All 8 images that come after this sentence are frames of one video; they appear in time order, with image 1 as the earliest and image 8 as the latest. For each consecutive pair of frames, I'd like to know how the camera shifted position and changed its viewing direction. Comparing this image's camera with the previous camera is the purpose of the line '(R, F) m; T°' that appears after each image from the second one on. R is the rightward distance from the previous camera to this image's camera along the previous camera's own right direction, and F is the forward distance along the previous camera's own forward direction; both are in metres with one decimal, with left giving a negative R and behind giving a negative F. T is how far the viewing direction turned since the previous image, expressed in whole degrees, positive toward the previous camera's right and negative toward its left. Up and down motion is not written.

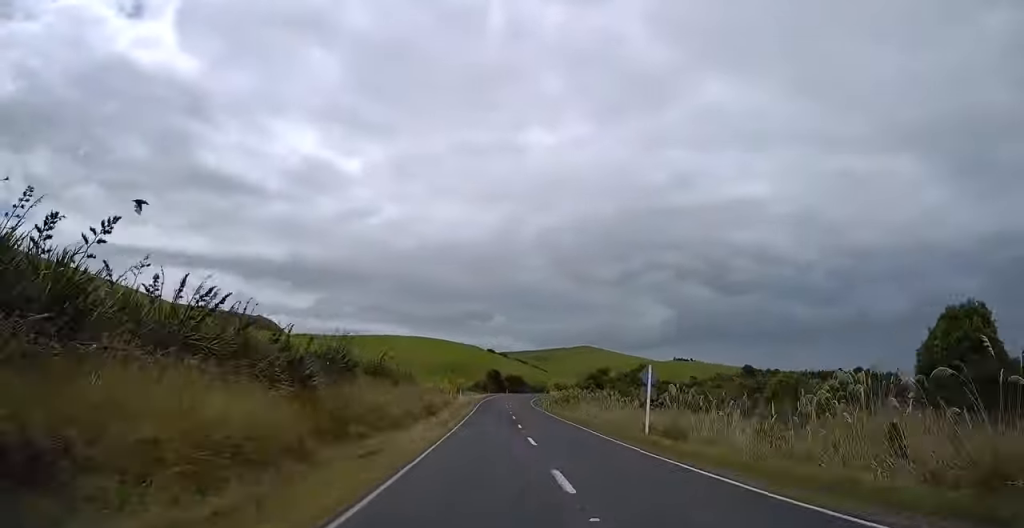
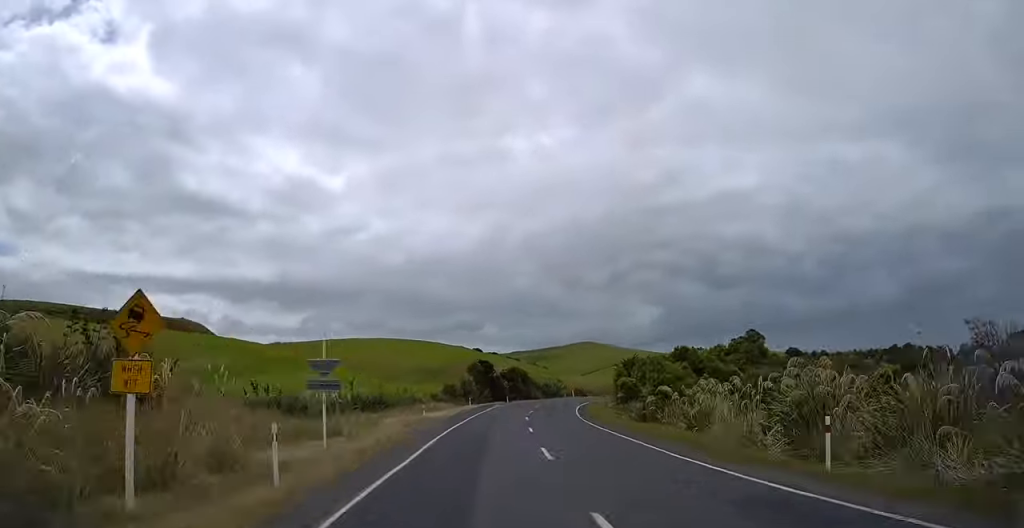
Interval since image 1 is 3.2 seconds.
(-0.9, +63.3) m; +4°
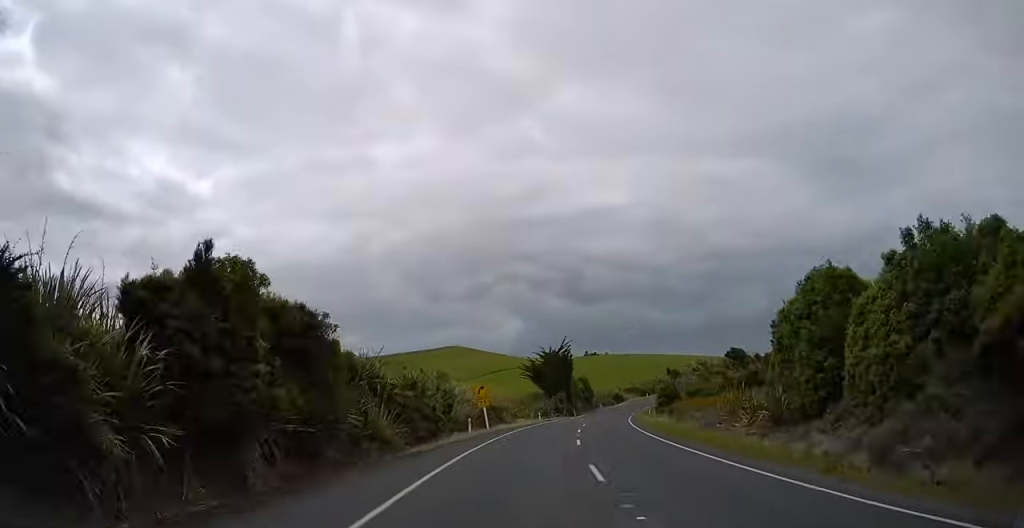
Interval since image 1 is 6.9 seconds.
(+6.4, +71.9) m; +11°
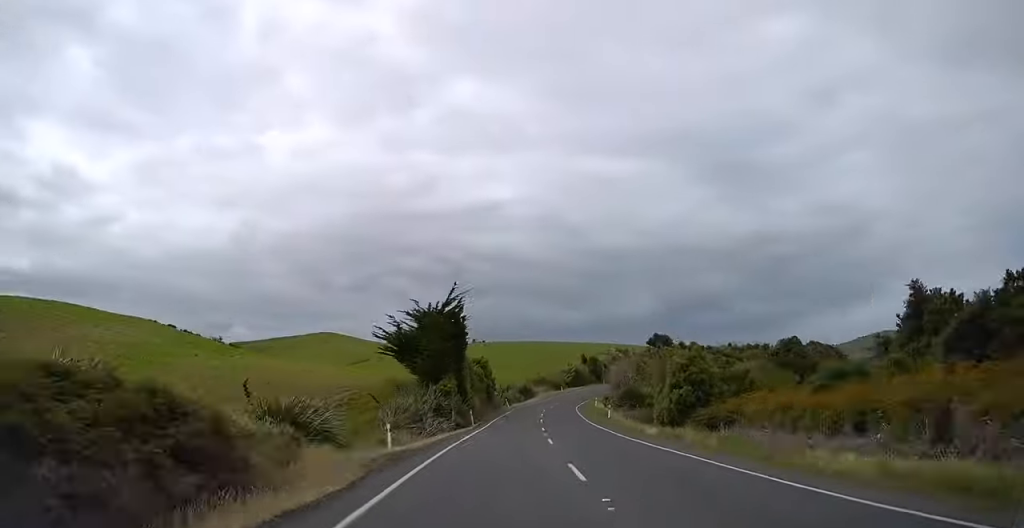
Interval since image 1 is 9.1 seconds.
(+3.1, +40.1) m; +8°
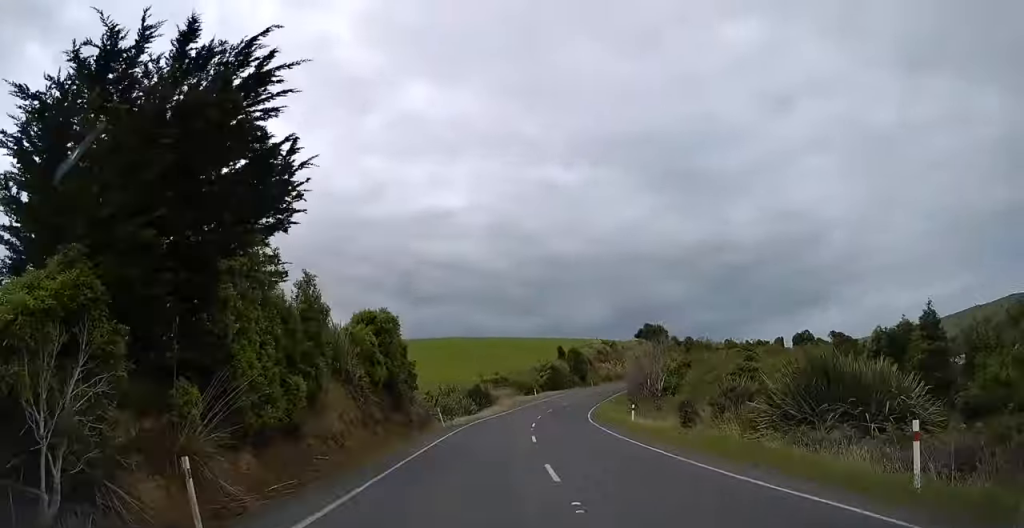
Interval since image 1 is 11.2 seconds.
(+1.2, +40.2) m; +9°
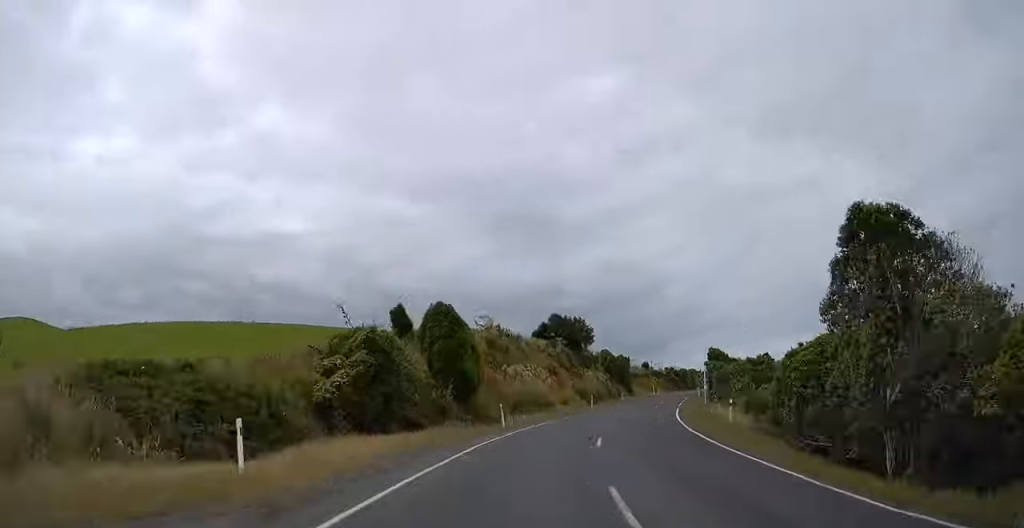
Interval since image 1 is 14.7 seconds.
(+9.4, +62.3) m; +16°
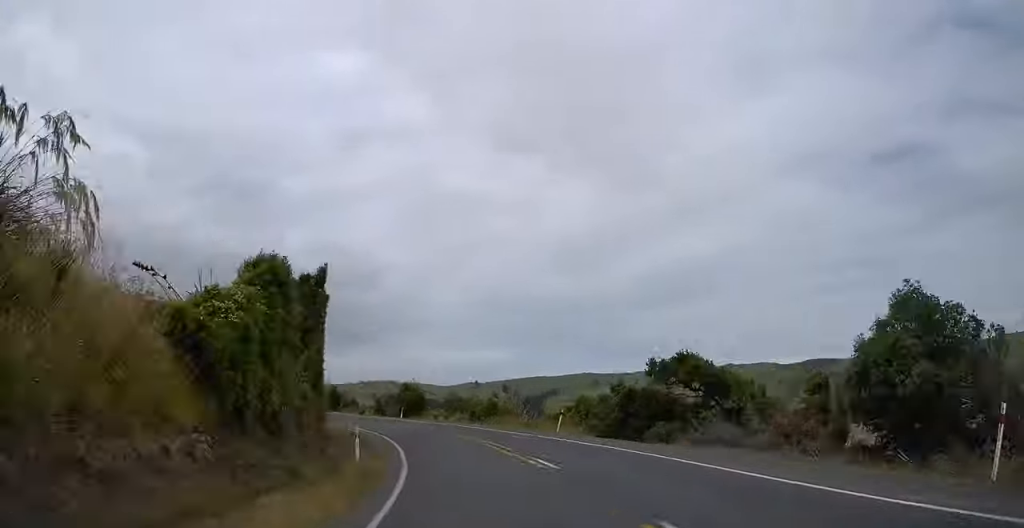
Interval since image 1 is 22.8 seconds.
(+31.4, +139.0) m; +3°
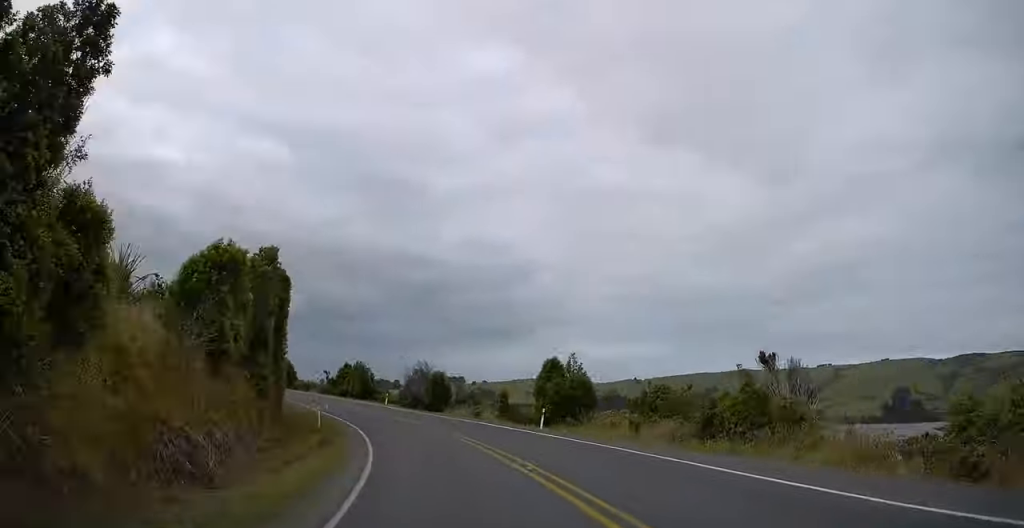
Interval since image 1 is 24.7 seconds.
(-2.0, +30.7) m; -10°
